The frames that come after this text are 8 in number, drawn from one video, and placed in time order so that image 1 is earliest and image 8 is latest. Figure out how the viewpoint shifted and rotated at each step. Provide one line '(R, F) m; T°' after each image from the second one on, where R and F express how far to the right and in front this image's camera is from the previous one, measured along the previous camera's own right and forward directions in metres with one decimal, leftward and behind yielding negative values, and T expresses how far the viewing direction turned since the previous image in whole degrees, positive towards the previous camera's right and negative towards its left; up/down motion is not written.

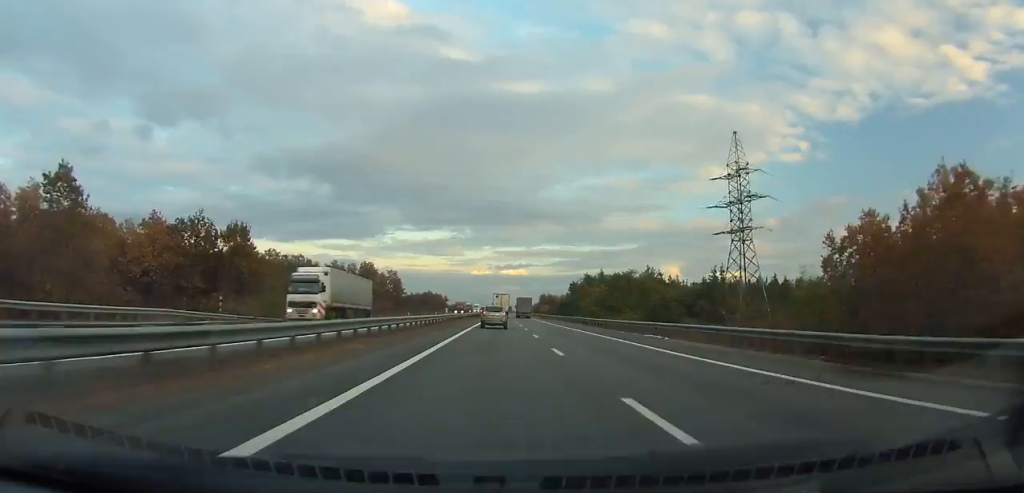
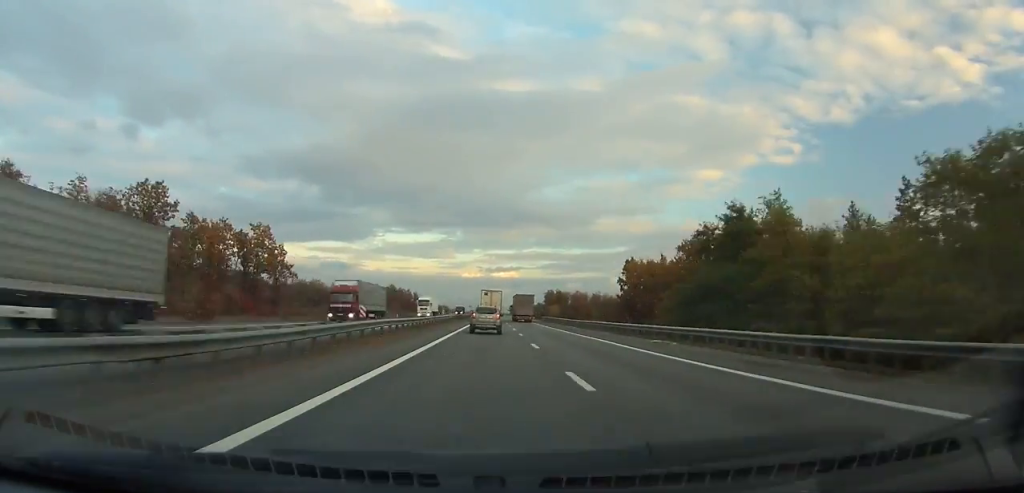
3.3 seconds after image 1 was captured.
(+1.4, +99.6) m; +1°
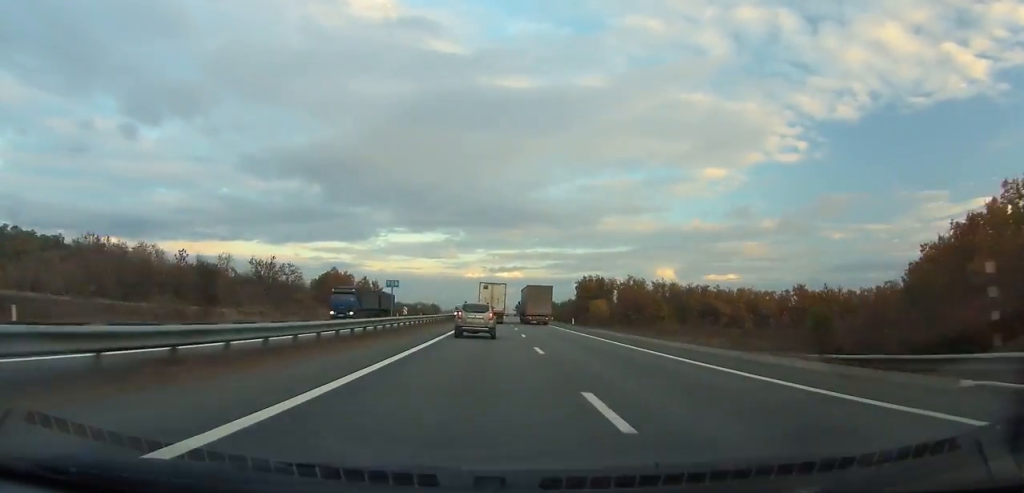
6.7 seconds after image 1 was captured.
(+0.4, +97.9) m; 0°
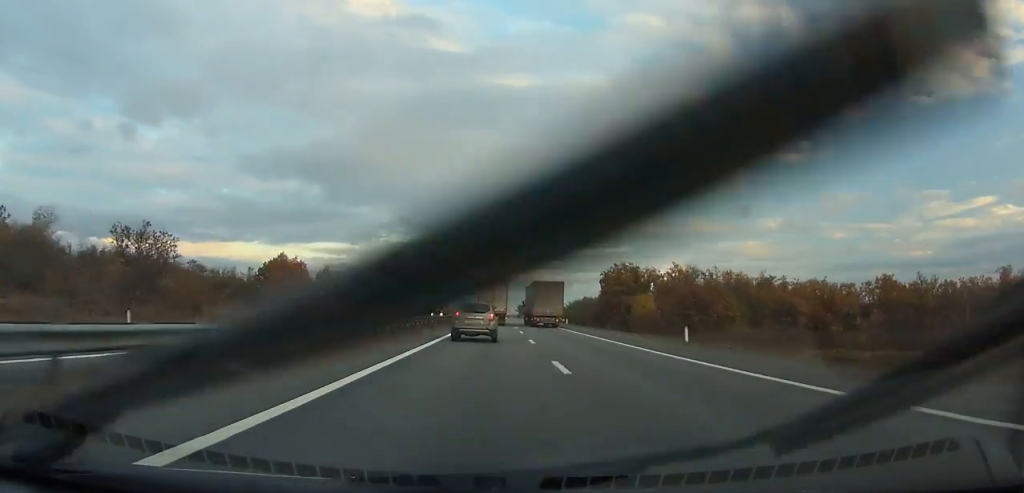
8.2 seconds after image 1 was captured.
(0.0, +41.1) m; 0°
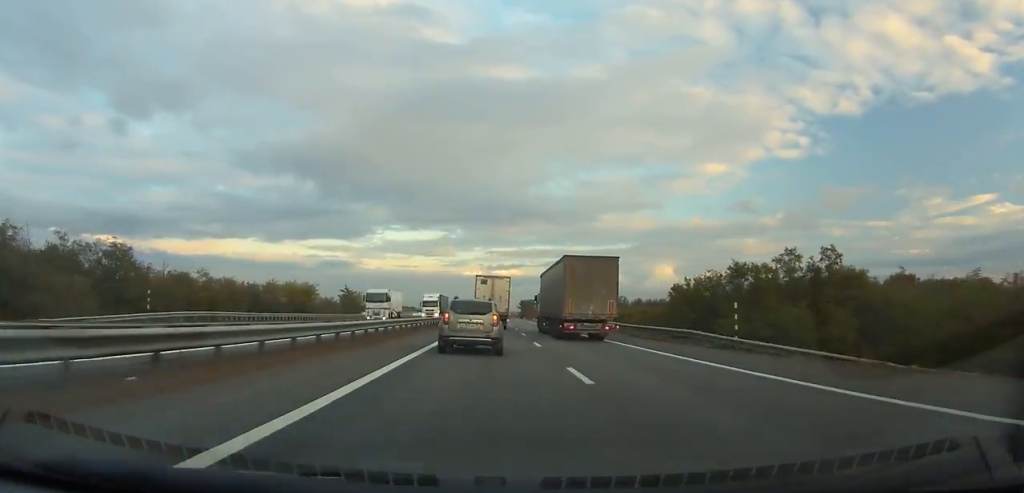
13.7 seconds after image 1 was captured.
(-0.7, +144.0) m; -1°
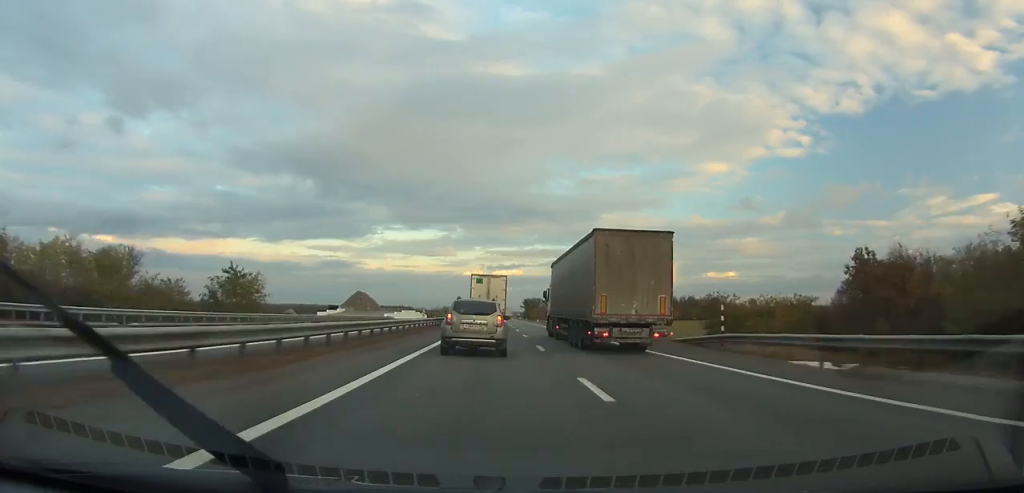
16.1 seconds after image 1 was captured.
(-0.1, +60.5) m; 0°
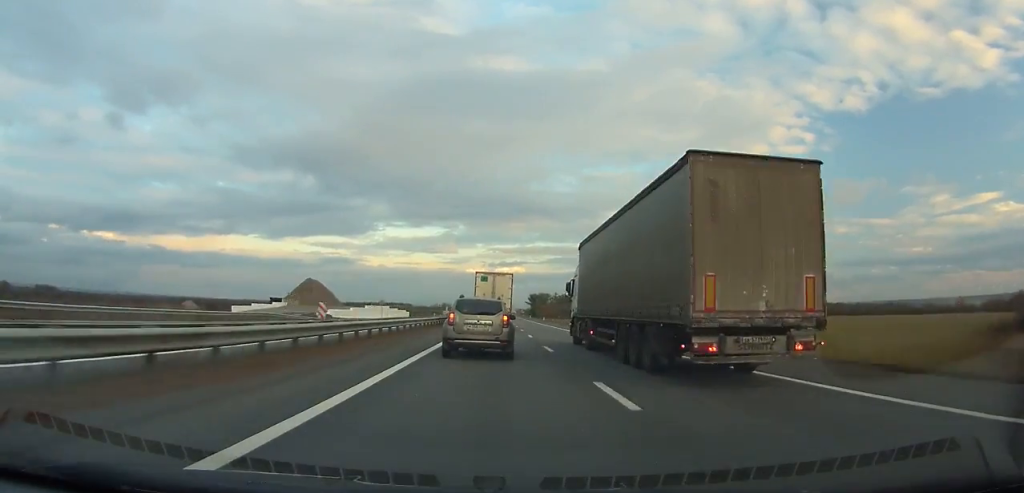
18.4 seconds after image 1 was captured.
(0.0, +57.7) m; 0°
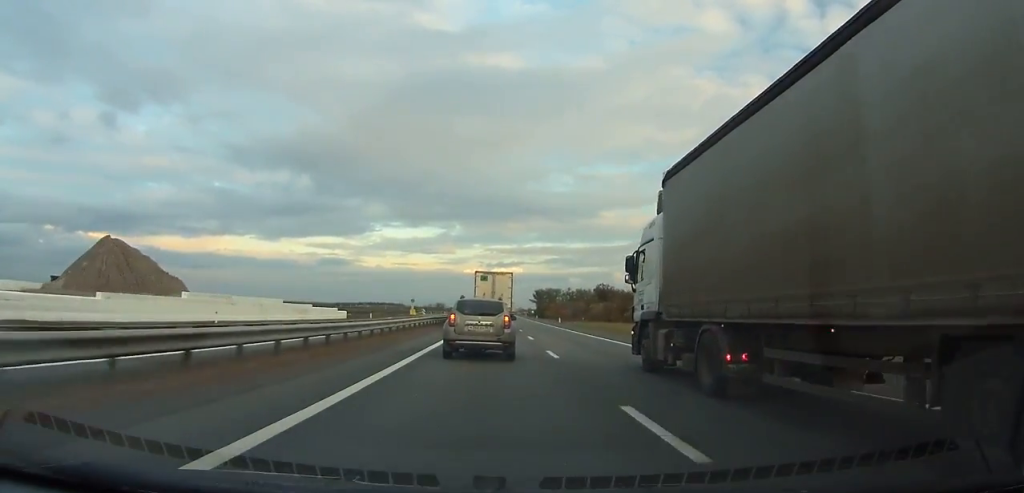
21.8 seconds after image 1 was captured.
(0.0, +86.6) m; 0°
